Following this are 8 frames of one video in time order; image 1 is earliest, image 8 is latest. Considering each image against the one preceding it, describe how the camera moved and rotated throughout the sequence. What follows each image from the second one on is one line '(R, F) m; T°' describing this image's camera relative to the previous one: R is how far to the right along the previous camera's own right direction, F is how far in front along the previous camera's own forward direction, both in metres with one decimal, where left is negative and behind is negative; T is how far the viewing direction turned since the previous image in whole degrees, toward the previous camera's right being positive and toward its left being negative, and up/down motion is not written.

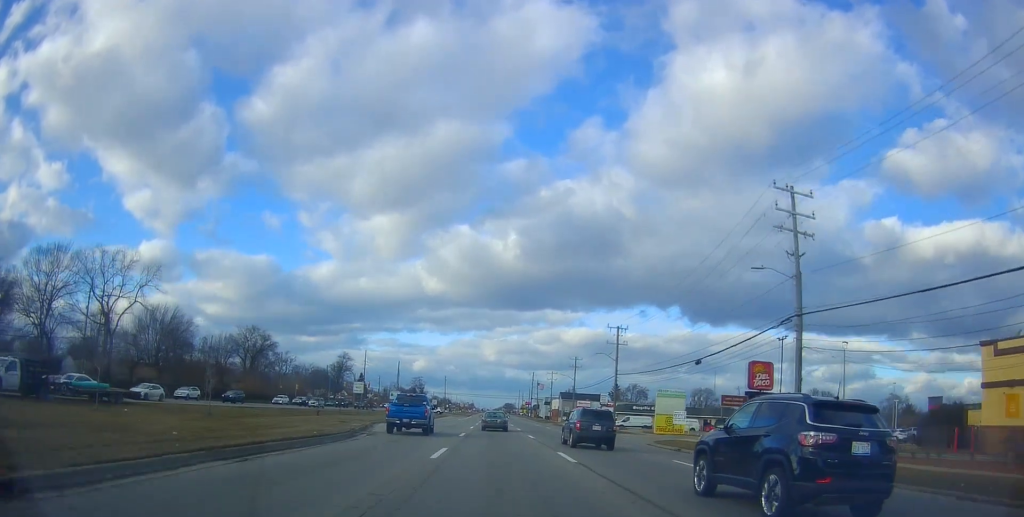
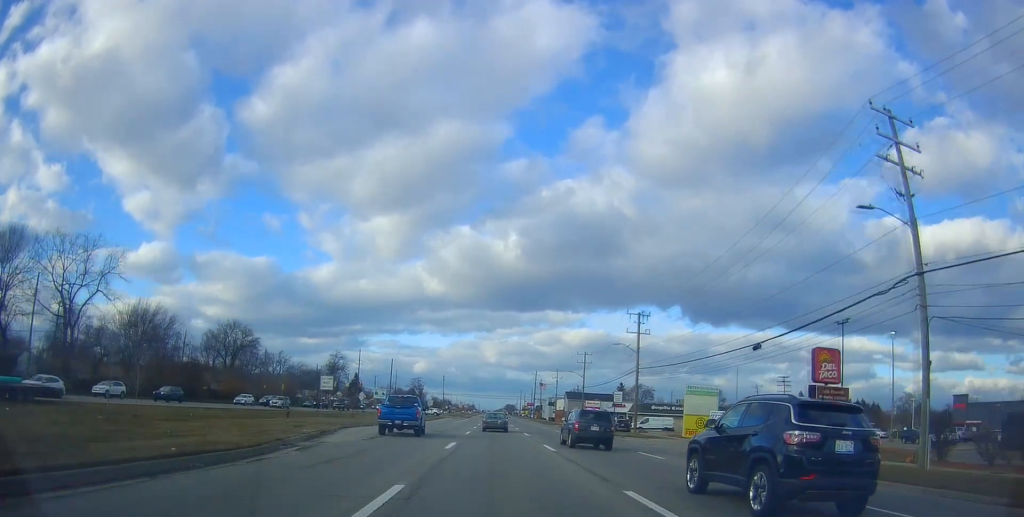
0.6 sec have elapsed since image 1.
(+0.2, +10.2) m; 0°
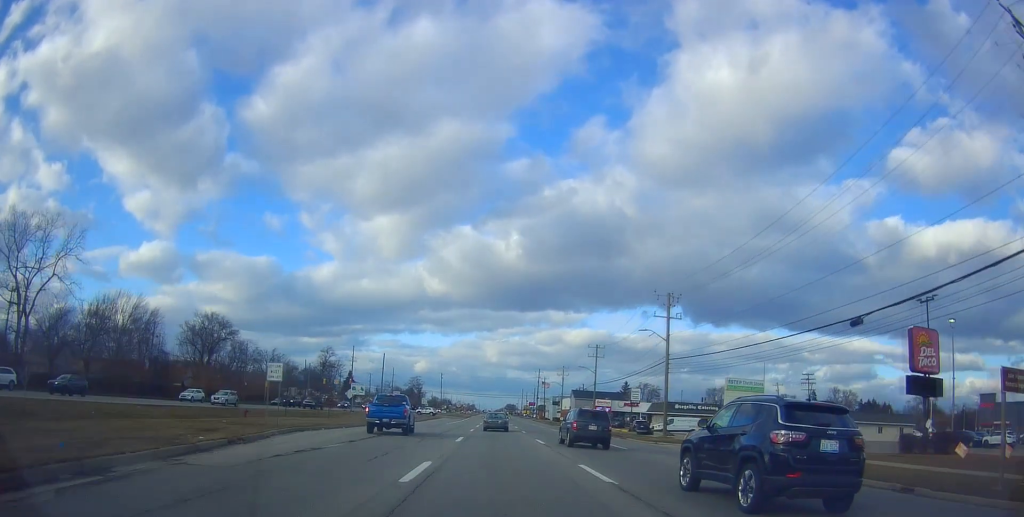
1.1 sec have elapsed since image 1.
(+0.2, +9.7) m; 0°
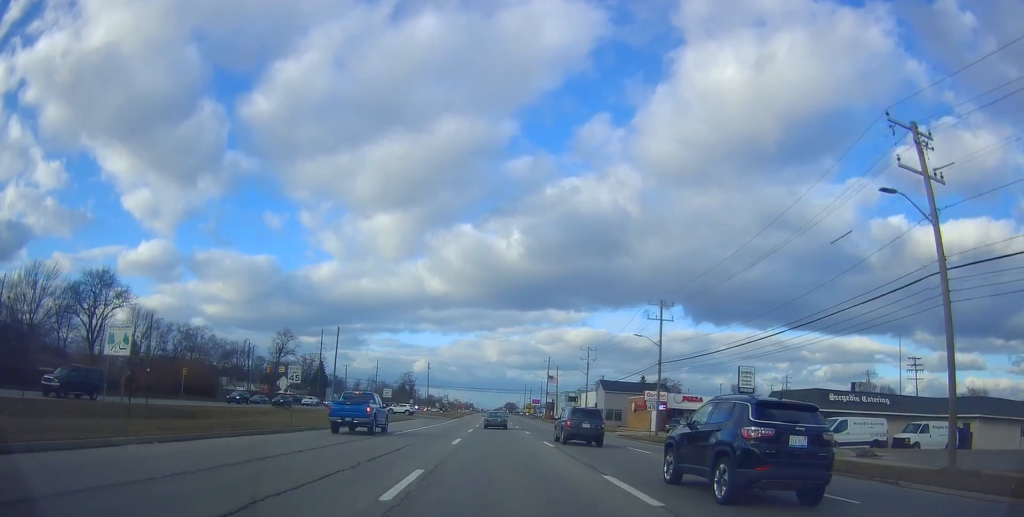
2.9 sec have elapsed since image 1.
(0.0, +35.0) m; 0°
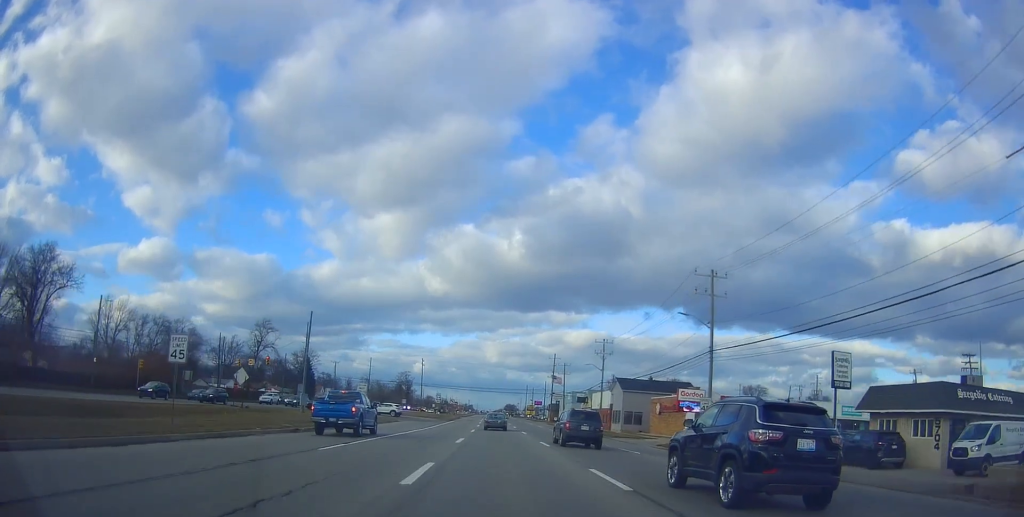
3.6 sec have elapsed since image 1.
(-0.2, +13.1) m; +1°
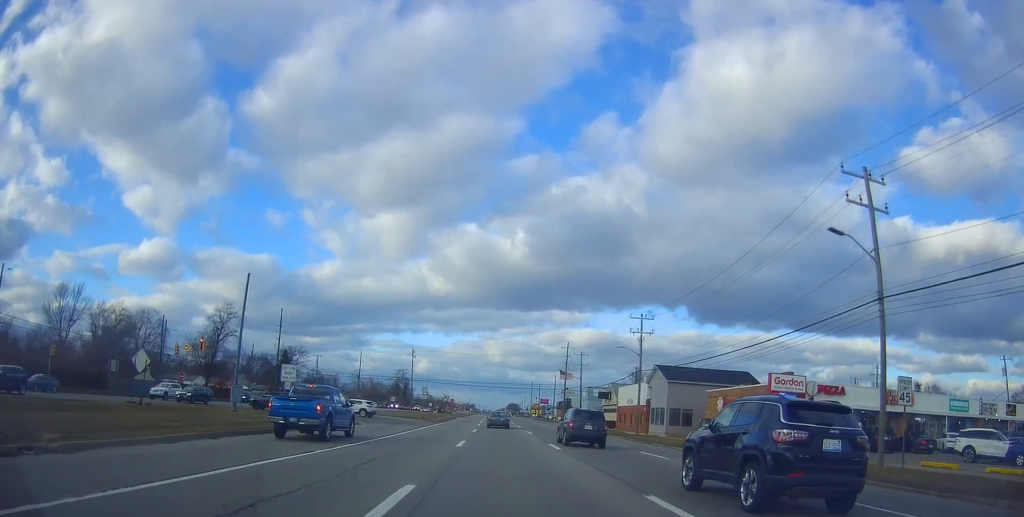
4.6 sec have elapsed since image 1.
(+0.3, +19.8) m; +2°
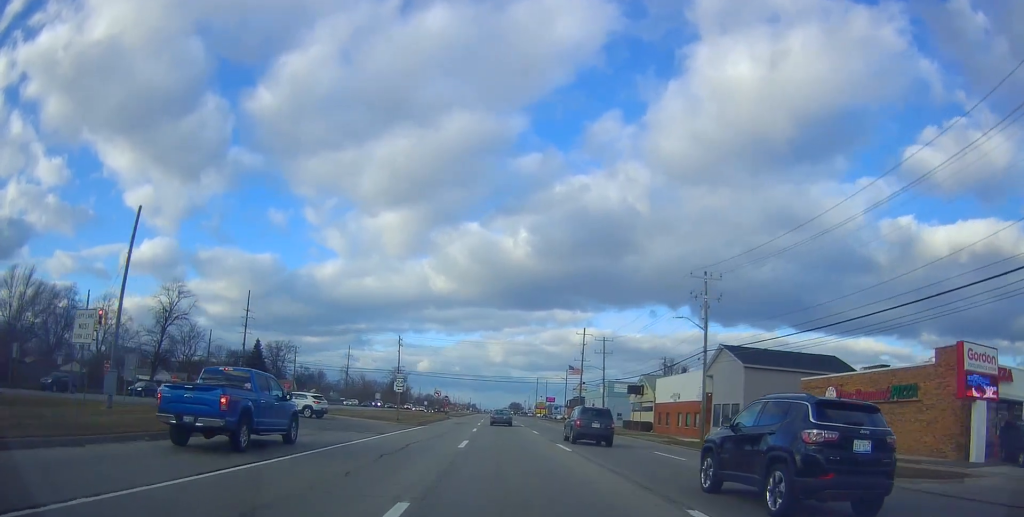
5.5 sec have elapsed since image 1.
(+0.3, +18.6) m; 0°
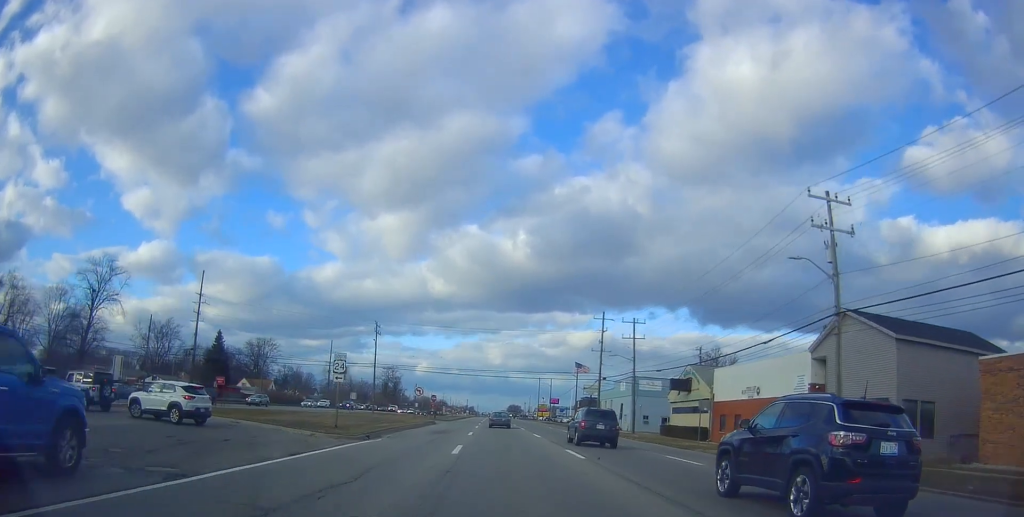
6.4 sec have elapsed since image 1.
(-0.3, +18.2) m; -1°
